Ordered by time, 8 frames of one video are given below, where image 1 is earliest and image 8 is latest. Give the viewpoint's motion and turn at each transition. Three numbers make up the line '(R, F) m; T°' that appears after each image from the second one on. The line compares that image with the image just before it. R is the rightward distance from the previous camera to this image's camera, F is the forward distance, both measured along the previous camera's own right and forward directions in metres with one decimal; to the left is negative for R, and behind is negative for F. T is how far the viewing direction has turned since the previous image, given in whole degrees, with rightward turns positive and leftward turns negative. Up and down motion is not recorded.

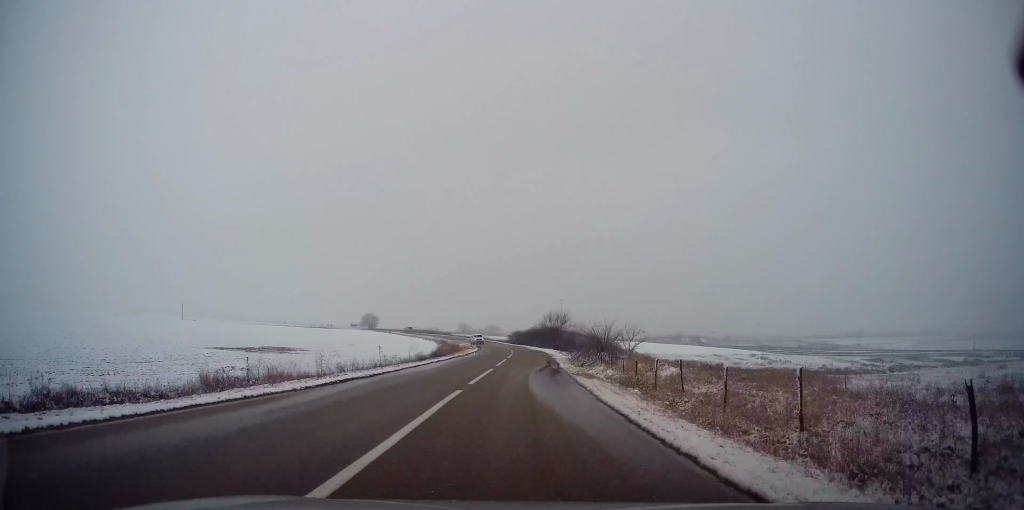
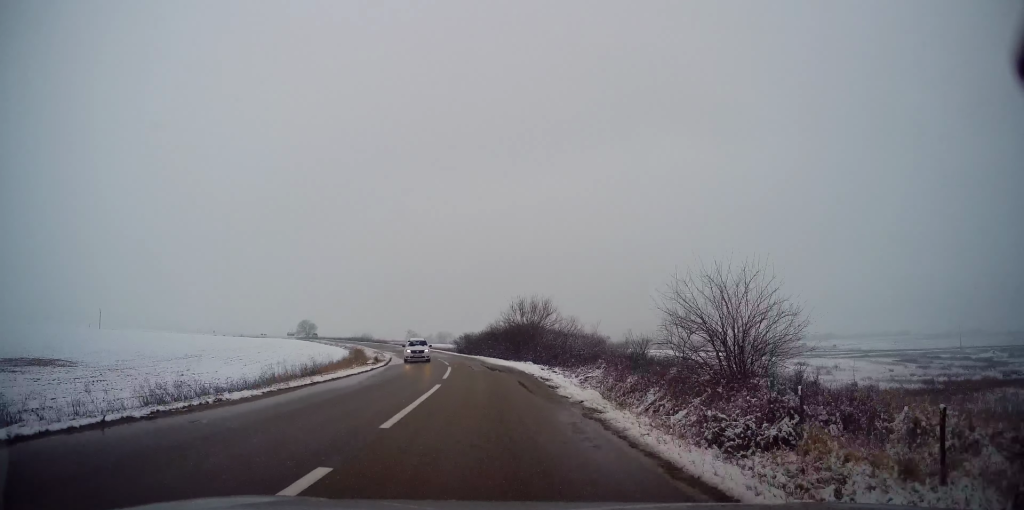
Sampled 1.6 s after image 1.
(+2.5, +31.3) m; +4°
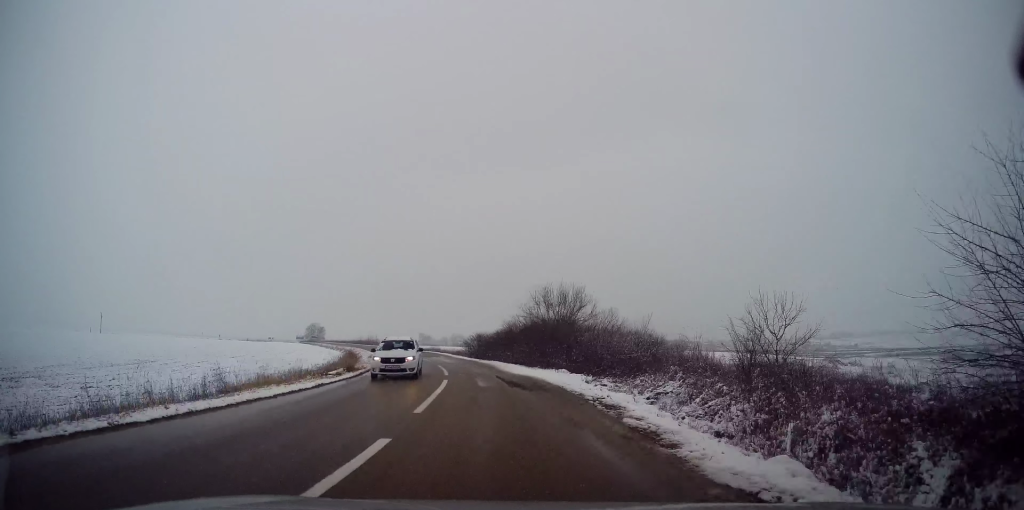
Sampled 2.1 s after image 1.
(+0.2, +9.8) m; -1°
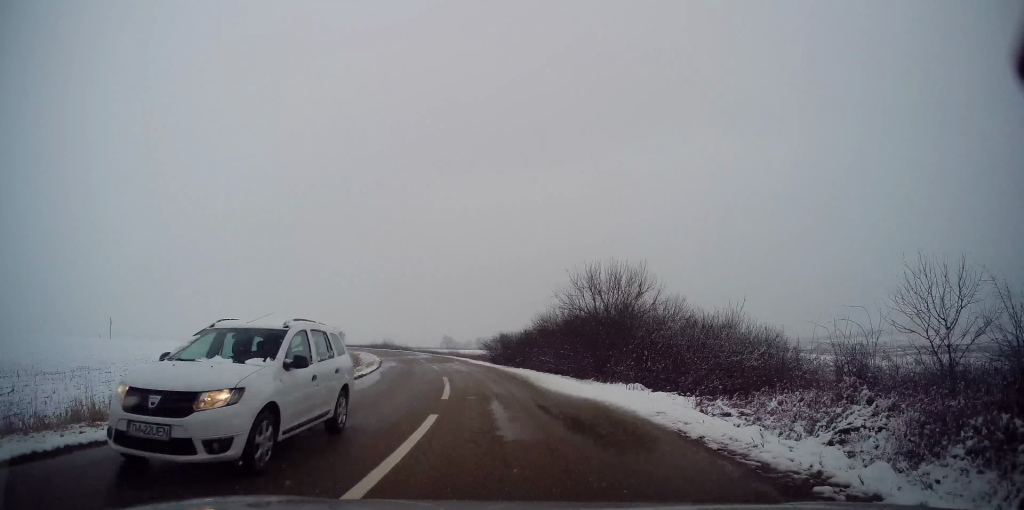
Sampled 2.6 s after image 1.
(-0.3, +9.3) m; -2°
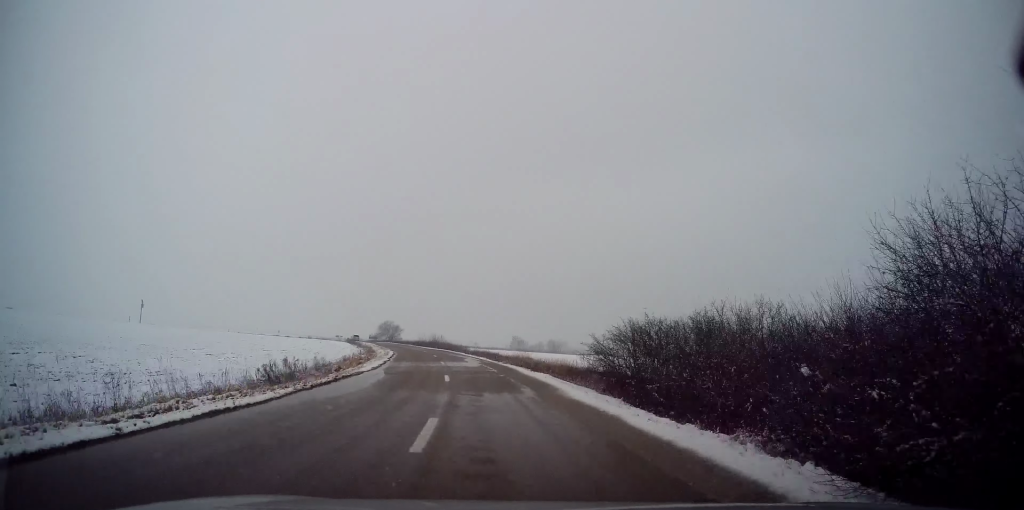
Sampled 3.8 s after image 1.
(-1.4, +24.9) m; -7°
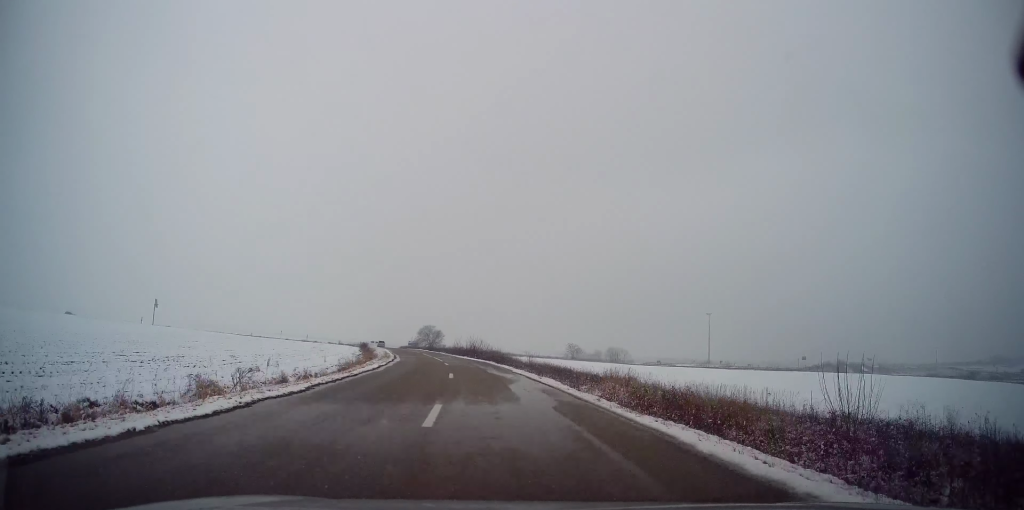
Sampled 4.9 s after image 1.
(-1.1, +21.7) m; -6°
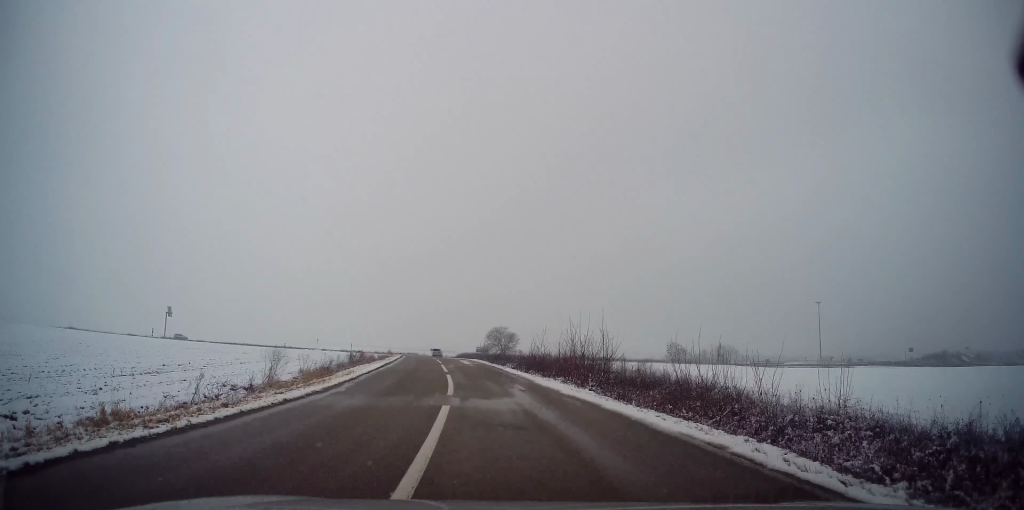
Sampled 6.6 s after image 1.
(-2.5, +34.6) m; -8°
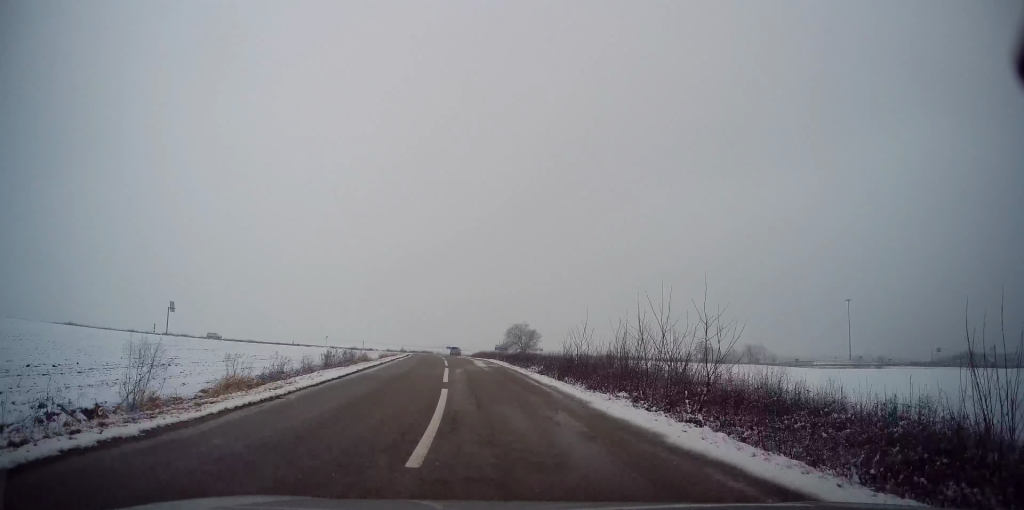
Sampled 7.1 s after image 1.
(0.0, +8.5) m; -2°
